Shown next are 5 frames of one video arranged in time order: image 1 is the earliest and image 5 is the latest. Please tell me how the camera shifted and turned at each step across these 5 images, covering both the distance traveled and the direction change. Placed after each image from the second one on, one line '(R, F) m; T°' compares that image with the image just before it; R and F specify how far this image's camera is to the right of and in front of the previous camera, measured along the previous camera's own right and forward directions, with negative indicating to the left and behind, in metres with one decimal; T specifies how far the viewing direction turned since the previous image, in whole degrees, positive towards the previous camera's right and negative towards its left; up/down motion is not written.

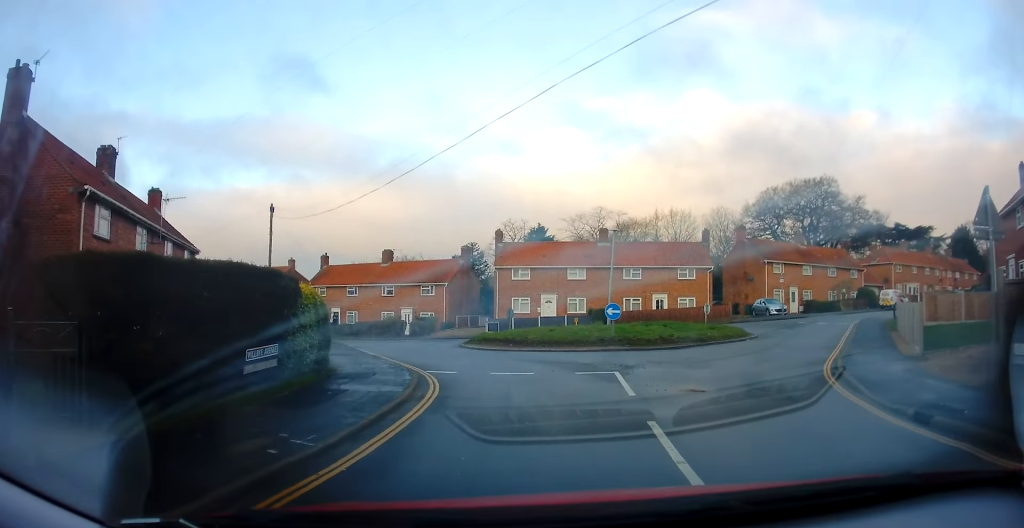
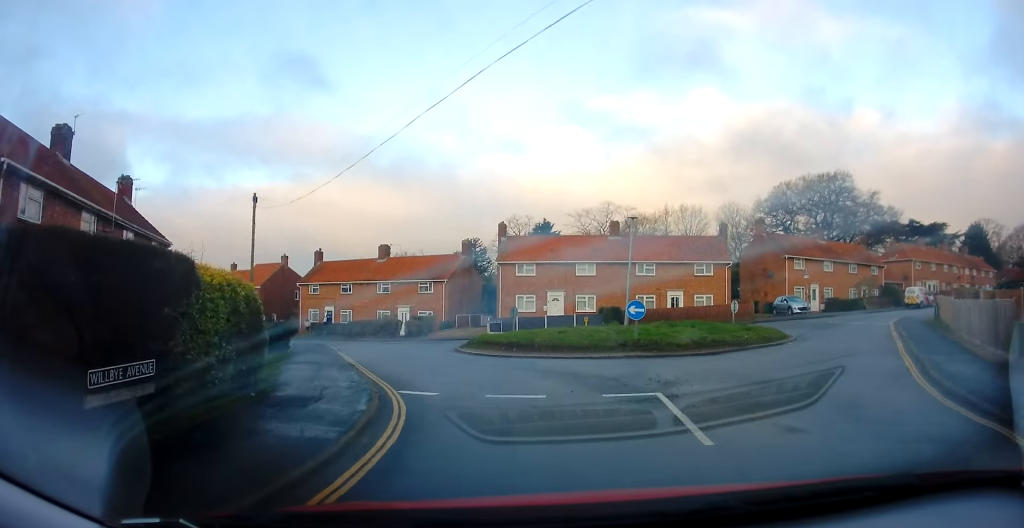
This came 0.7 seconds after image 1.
(-0.4, +3.5) m; 0°
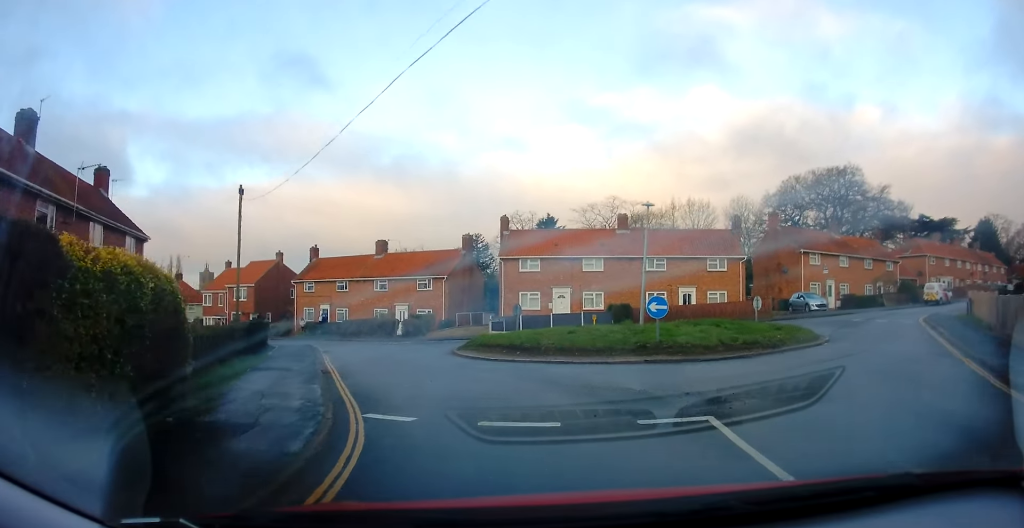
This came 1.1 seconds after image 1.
(+0.2, +2.3) m; 0°
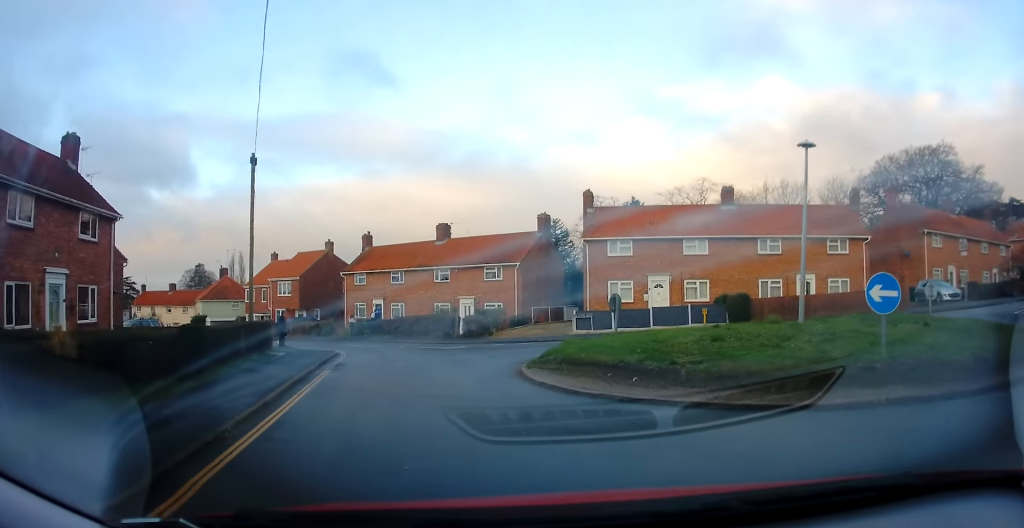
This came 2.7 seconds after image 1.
(-0.3, +7.6) m; -13°
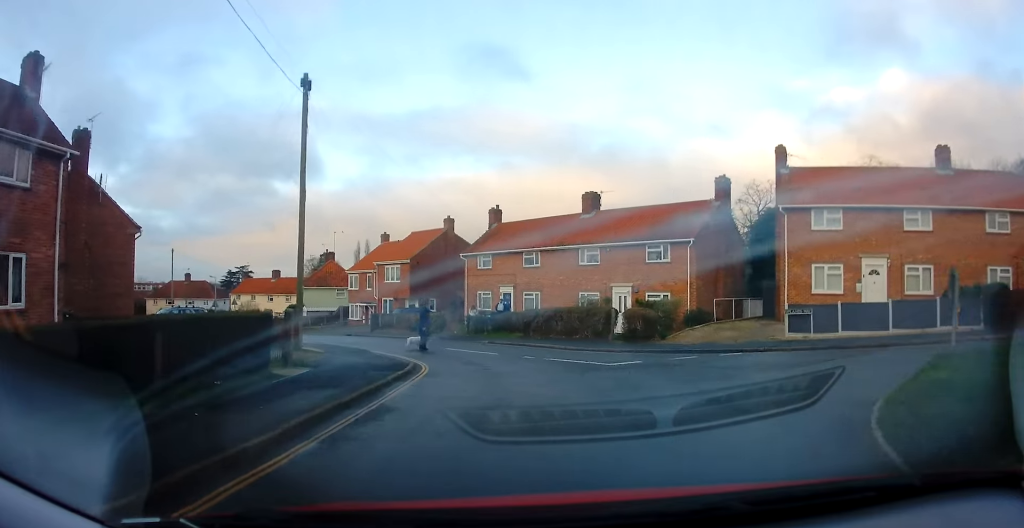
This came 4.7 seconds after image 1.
(-1.0, +9.5) m; -6°
